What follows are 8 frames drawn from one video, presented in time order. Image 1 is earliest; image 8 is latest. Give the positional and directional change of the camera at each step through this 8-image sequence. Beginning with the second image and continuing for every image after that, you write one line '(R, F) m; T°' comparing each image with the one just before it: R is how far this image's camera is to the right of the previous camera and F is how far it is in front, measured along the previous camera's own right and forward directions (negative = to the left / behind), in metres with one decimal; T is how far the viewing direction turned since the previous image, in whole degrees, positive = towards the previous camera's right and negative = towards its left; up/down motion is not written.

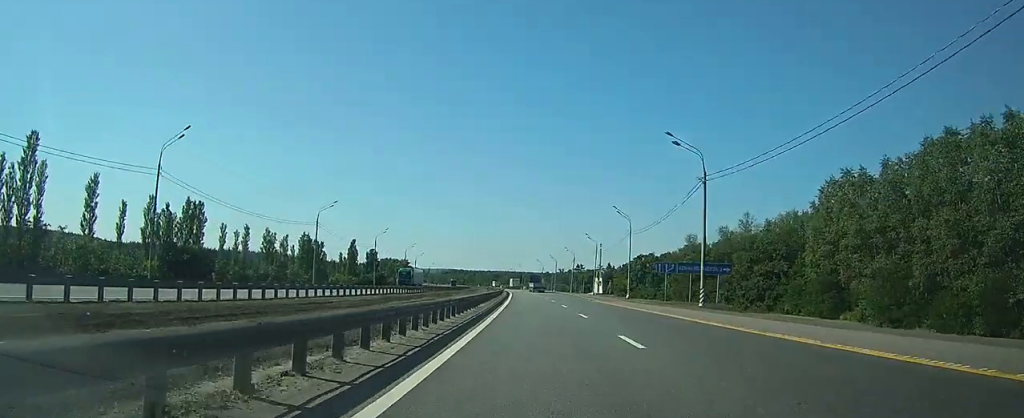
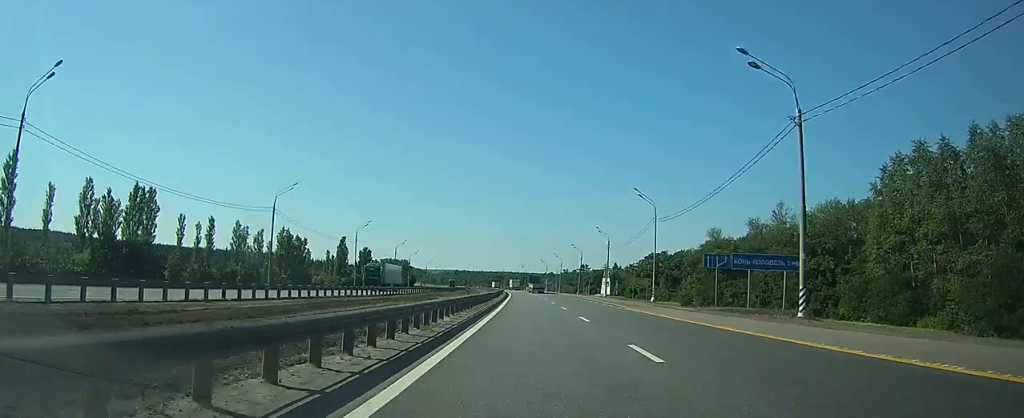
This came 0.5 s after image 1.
(0.0, +12.4) m; 0°
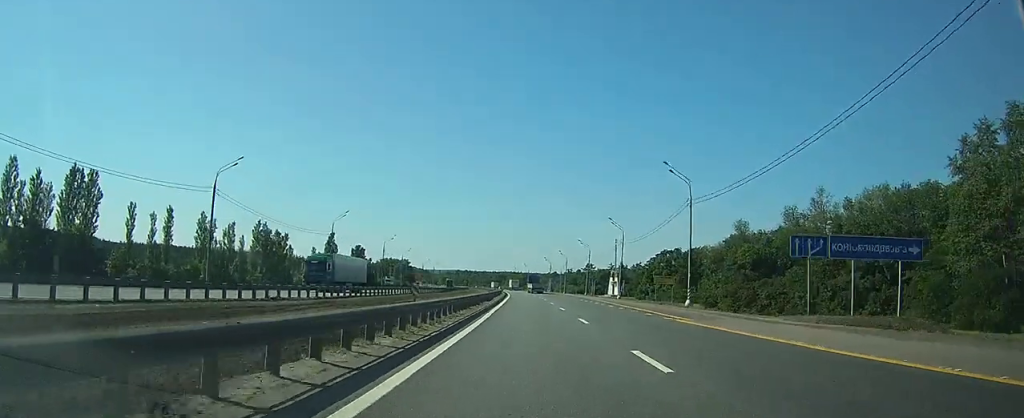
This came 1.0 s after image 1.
(0.0, +12.1) m; 0°
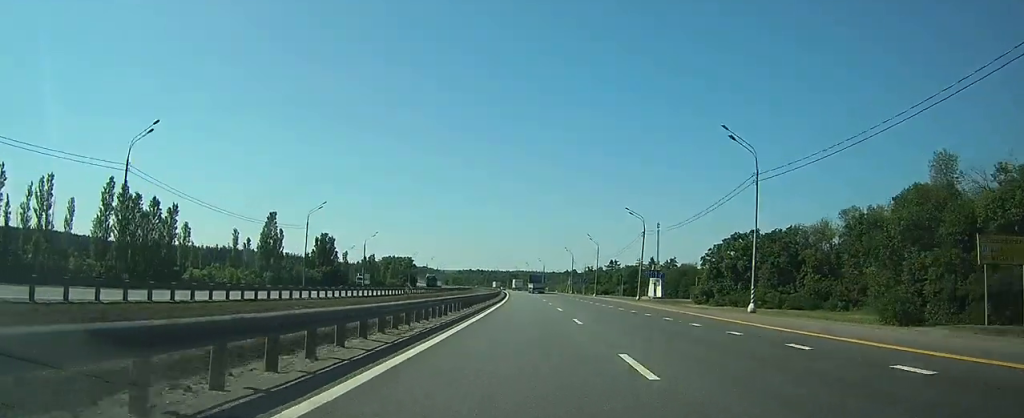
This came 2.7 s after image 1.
(+0.3, +52.4) m; 0°
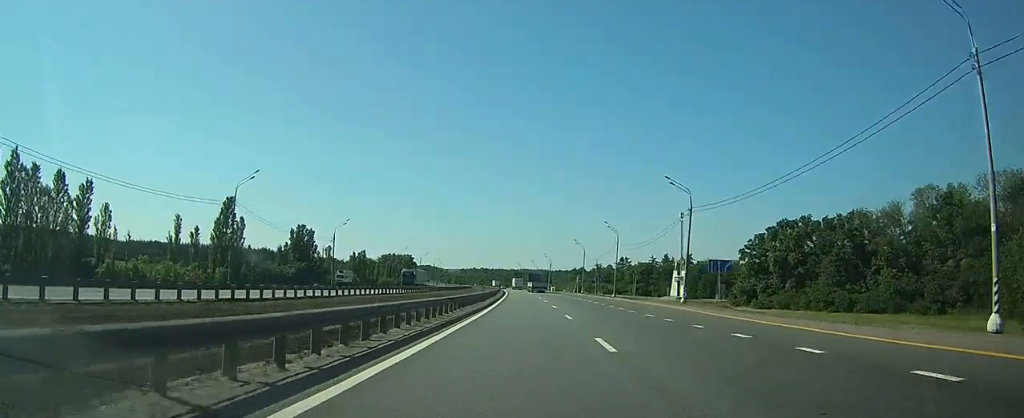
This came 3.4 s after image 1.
(0.0, +22.5) m; -1°
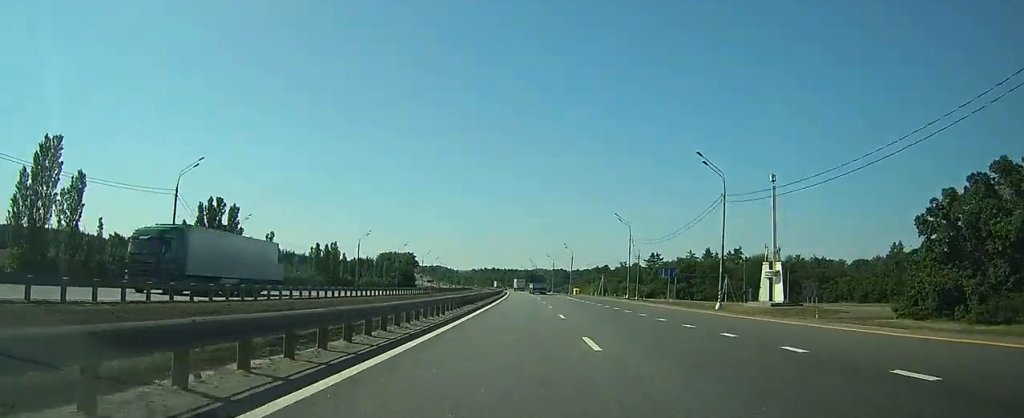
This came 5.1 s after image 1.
(-1.4, +49.5) m; -3°
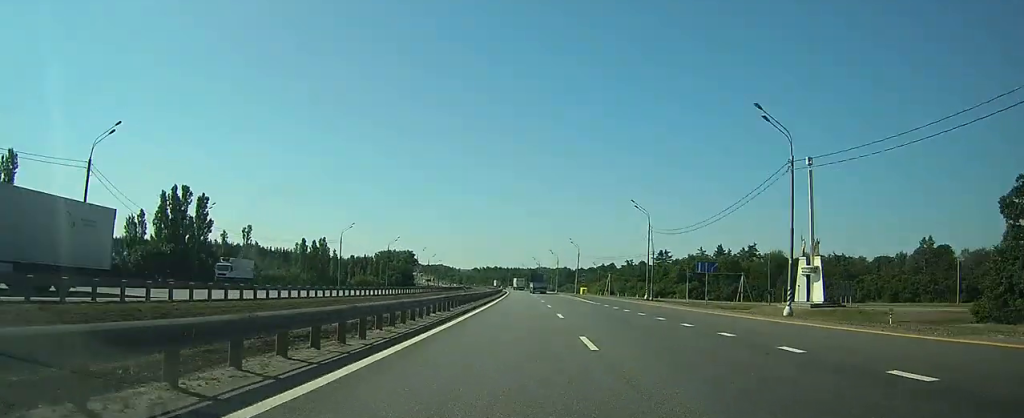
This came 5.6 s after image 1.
(-0.2, +12.1) m; 0°
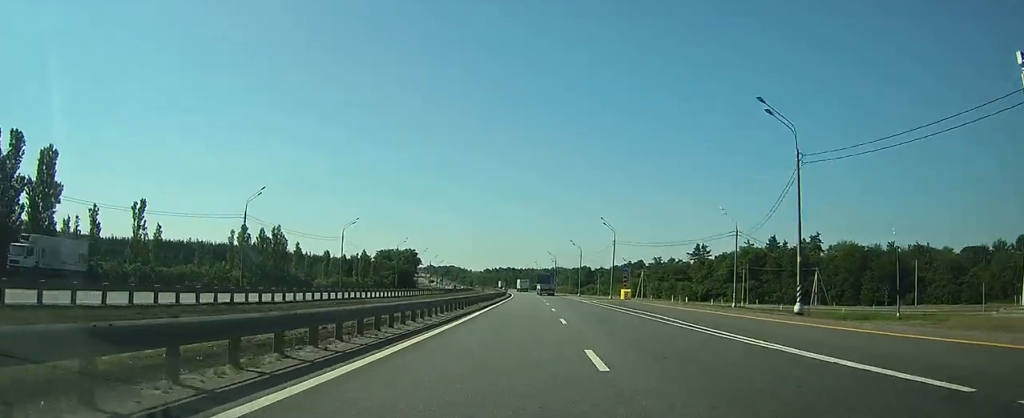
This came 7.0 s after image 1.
(-0.5, +38.3) m; -1°
